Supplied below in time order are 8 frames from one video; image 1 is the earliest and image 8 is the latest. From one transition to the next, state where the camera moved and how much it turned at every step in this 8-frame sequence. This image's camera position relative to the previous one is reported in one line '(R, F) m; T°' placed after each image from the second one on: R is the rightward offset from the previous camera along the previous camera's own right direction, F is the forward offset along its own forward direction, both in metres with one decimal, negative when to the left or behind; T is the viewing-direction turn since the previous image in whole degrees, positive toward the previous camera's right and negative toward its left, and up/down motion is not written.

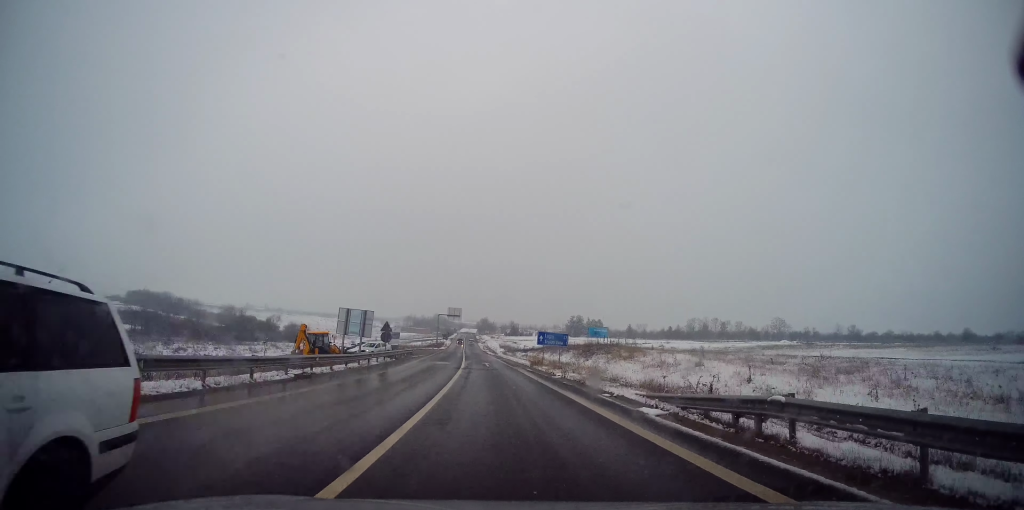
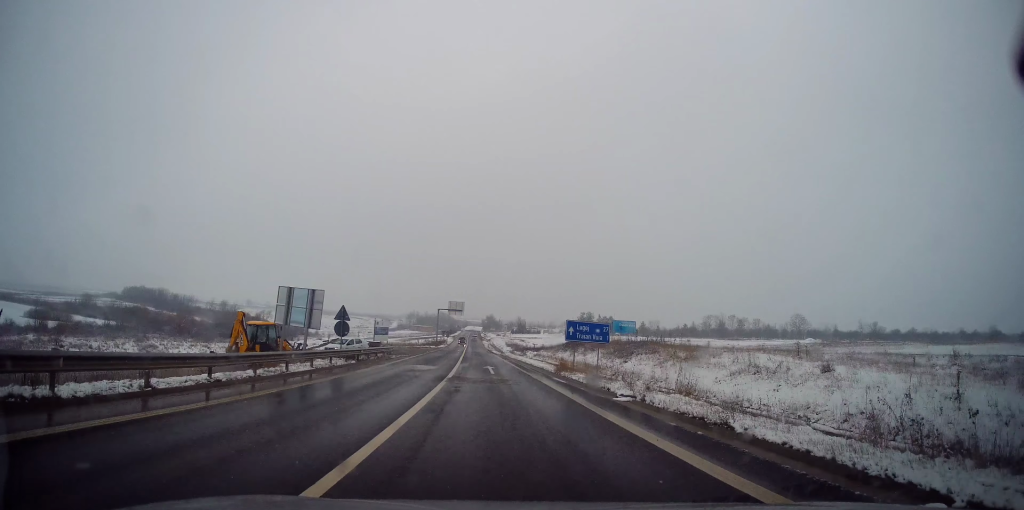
(-0.2, +12.7) m; -1°
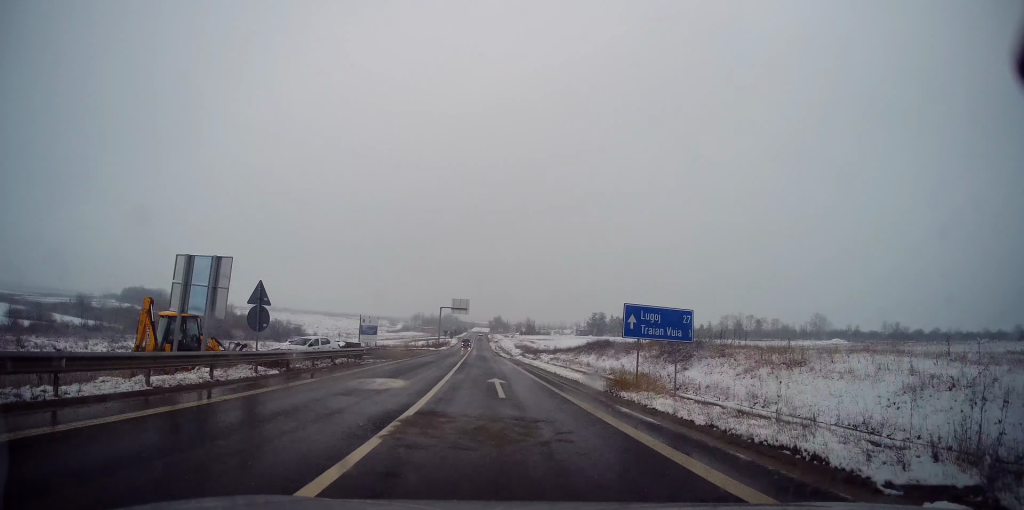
(+0.1, +10.7) m; -1°
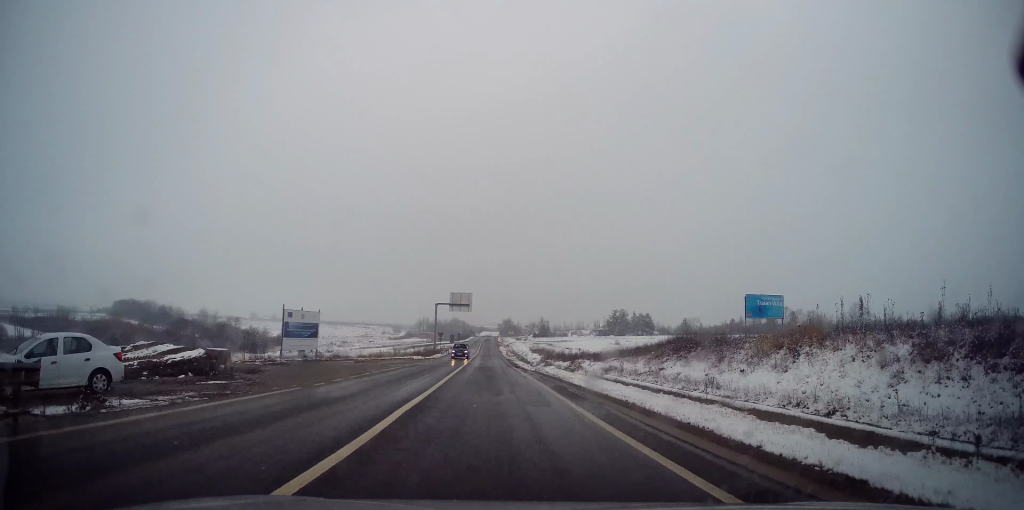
(-0.3, +22.4) m; -1°
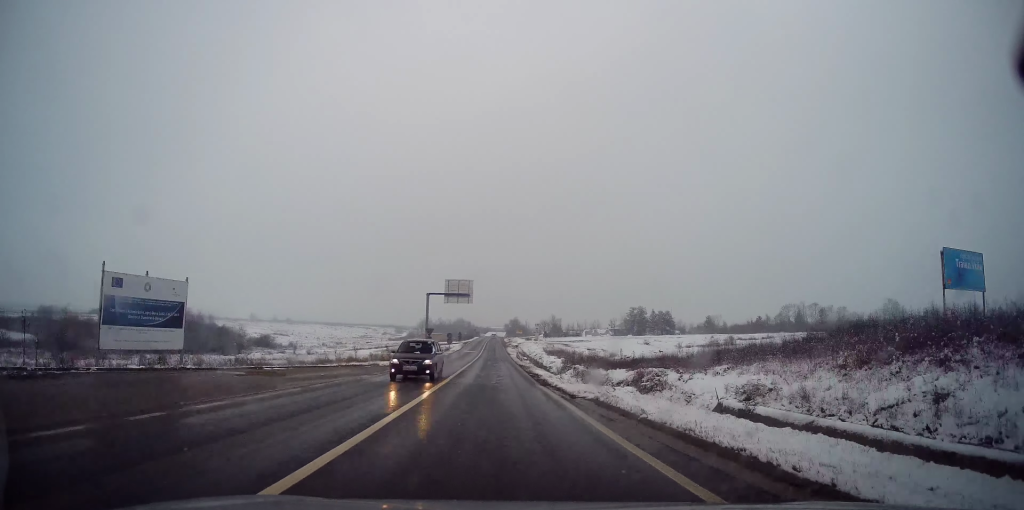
(0.0, +17.4) m; 0°
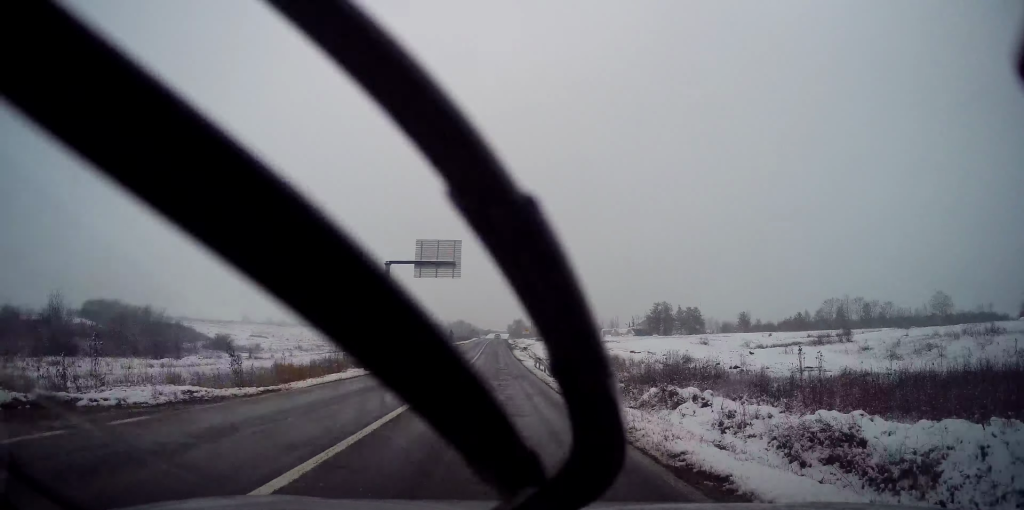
(-0.2, +25.9) m; -1°
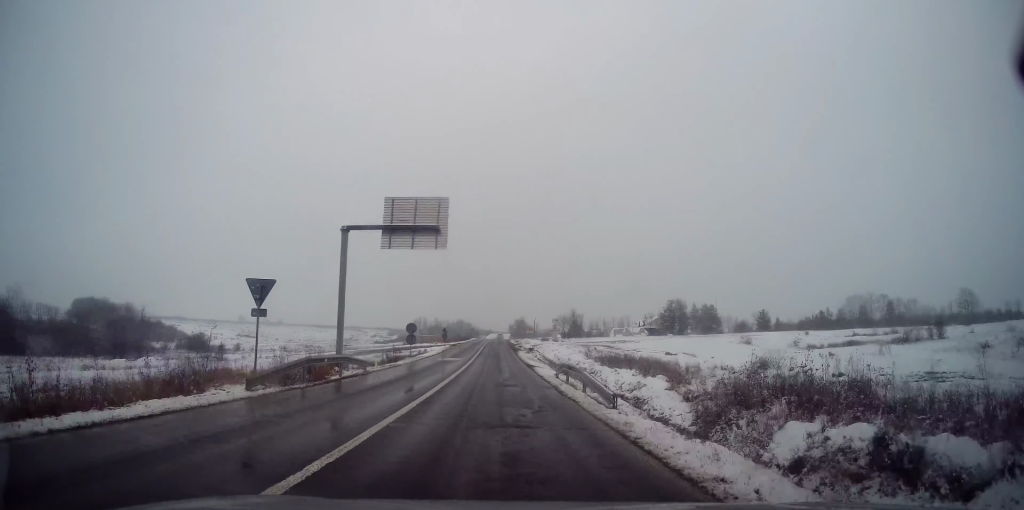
(0.0, +12.0) m; 0°
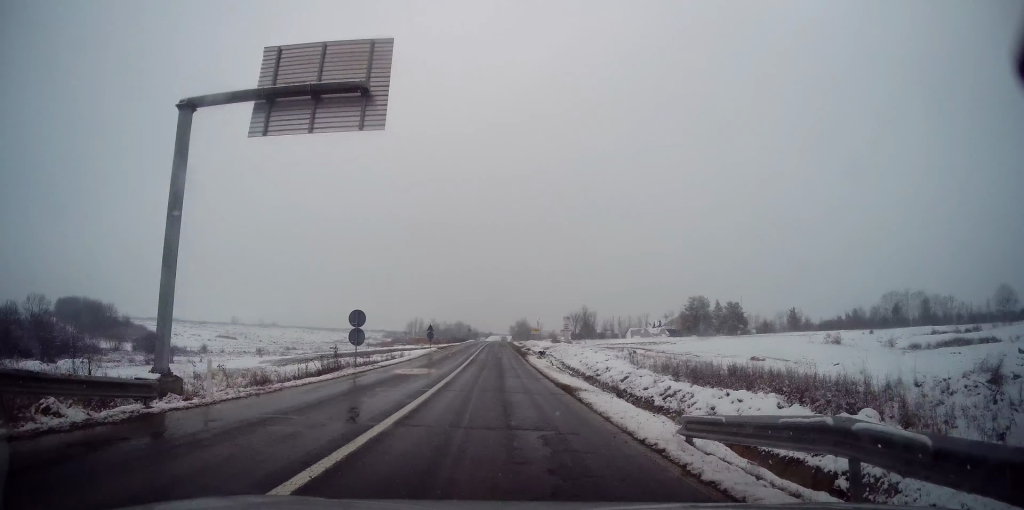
(-0.1, +16.0) m; +1°
